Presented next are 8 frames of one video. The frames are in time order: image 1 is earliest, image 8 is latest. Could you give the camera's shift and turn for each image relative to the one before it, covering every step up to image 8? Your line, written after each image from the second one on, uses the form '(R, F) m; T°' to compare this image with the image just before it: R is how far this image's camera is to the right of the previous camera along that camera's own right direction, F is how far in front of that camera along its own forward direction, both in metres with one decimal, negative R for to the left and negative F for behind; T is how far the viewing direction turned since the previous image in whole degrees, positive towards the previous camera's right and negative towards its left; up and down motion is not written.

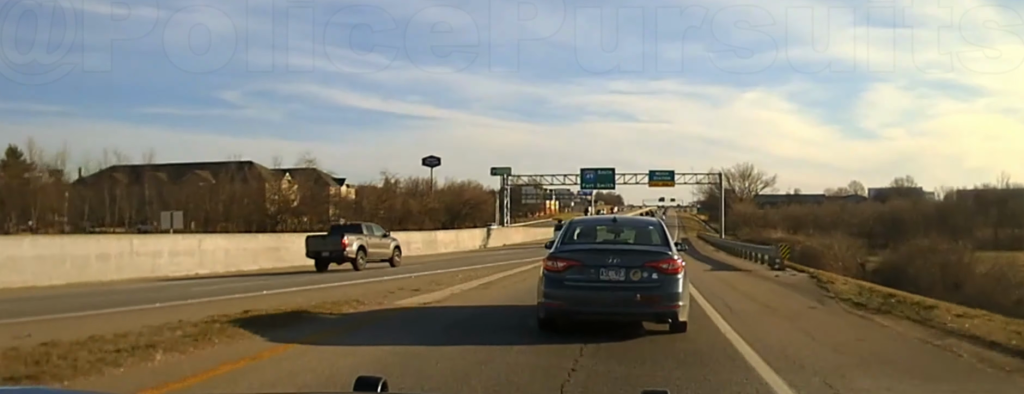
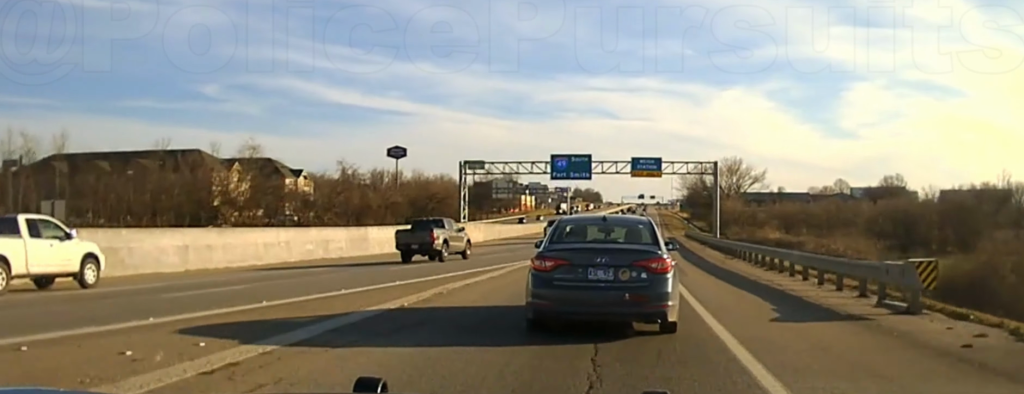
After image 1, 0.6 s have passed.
(+0.2, +12.5) m; +1°
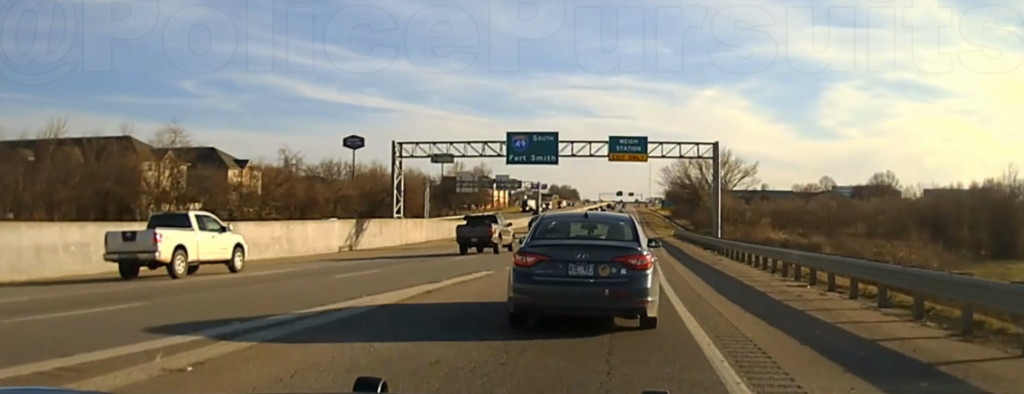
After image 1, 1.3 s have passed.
(+0.1, +15.1) m; +1°
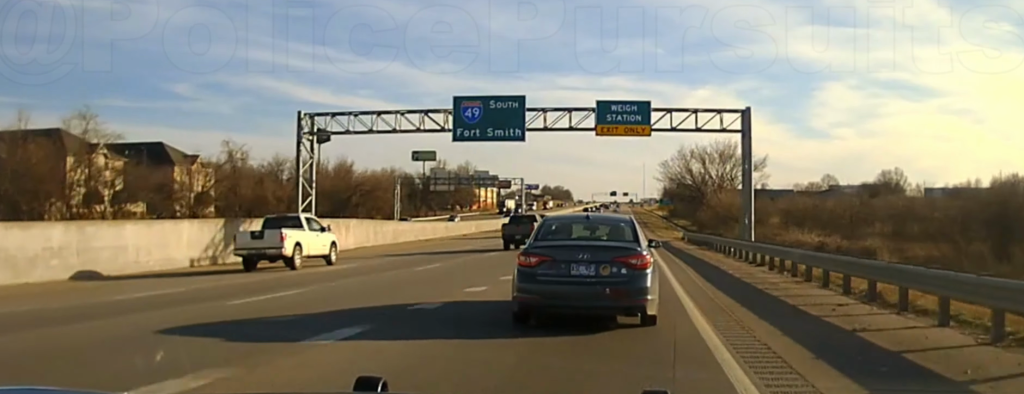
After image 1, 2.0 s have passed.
(0.0, +15.1) m; +1°
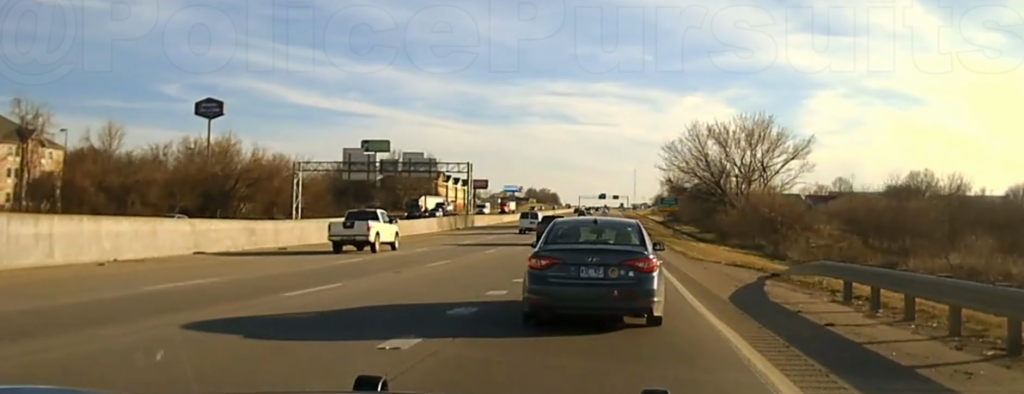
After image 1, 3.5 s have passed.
(+1.0, +44.4) m; +1°
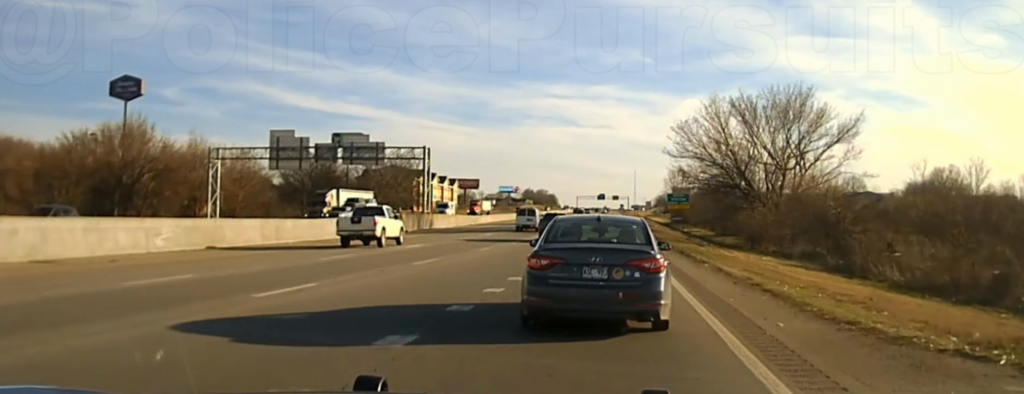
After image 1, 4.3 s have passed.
(0.0, +27.2) m; 0°
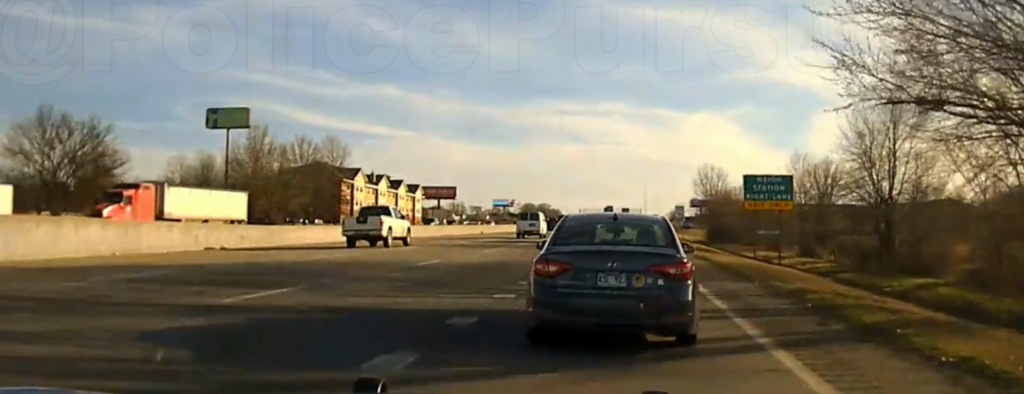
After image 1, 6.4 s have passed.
(-0.3, +83.9) m; 0°
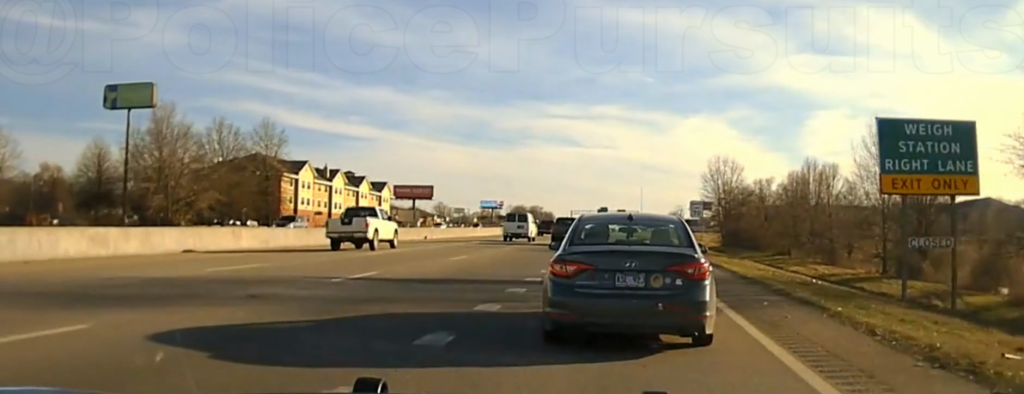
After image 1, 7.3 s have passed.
(0.0, +29.7) m; 0°
